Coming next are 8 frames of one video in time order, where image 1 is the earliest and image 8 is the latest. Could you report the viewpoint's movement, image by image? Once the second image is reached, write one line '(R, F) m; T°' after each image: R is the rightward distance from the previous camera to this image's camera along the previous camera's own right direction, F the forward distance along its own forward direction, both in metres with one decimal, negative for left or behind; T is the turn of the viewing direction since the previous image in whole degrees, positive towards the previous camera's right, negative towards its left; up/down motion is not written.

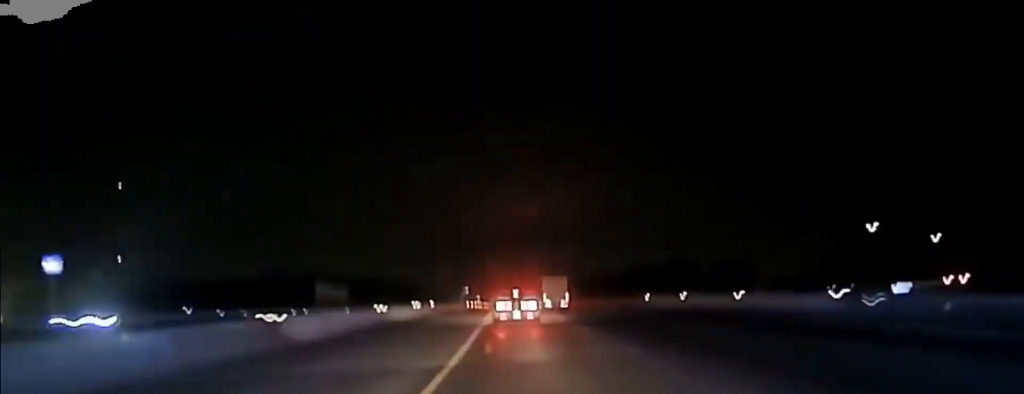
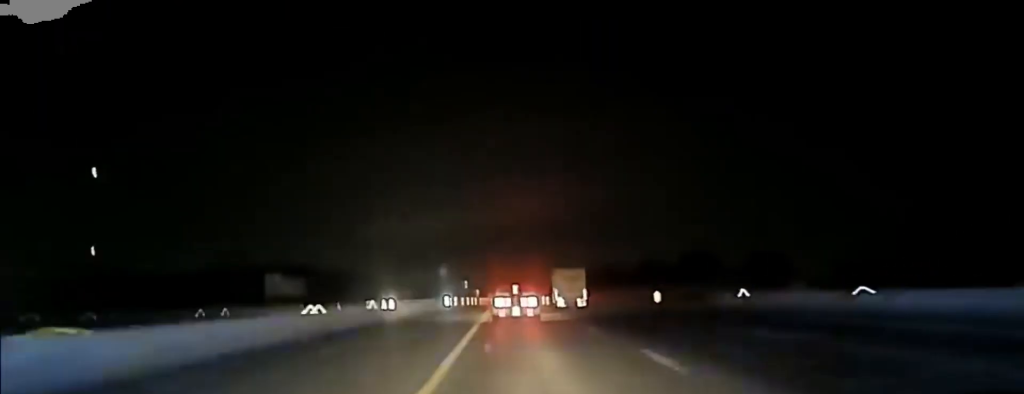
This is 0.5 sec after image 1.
(+0.2, +34.4) m; 0°
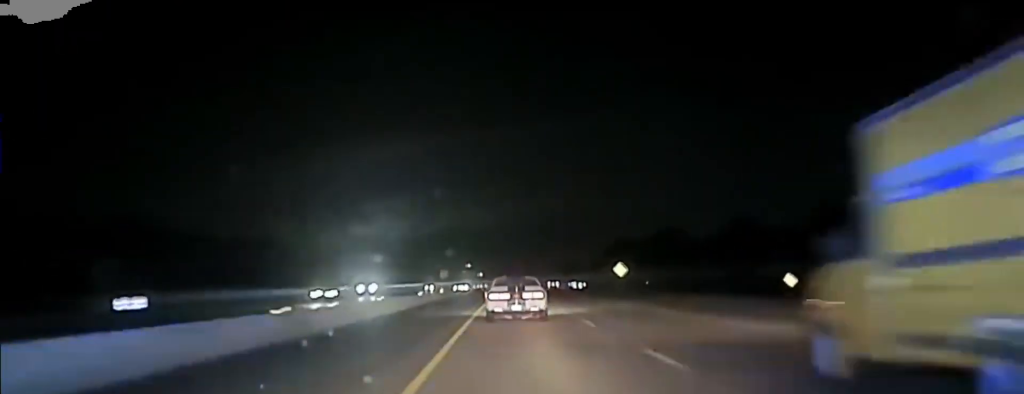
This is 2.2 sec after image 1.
(-0.6, +109.5) m; 0°
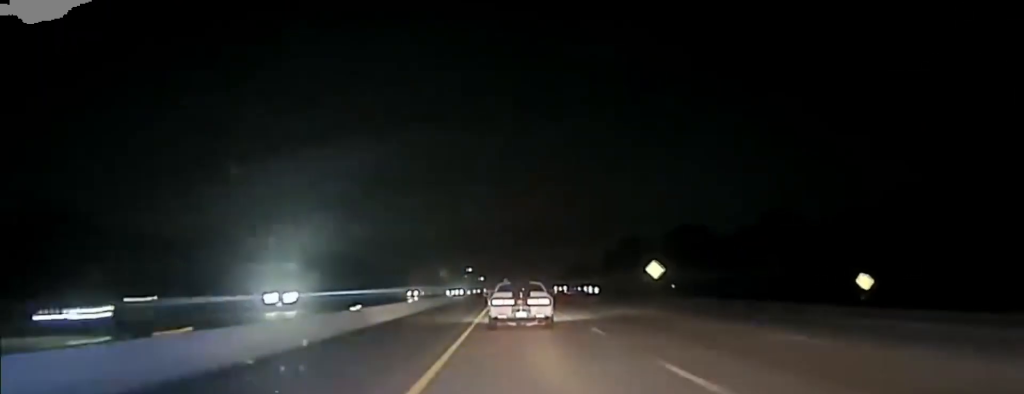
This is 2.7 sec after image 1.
(0.0, +27.7) m; 0°
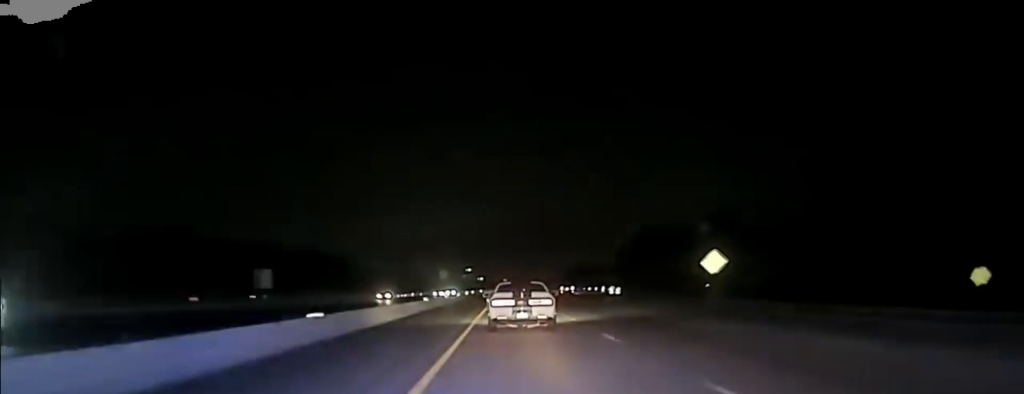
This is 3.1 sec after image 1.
(0.0, +25.1) m; 0°
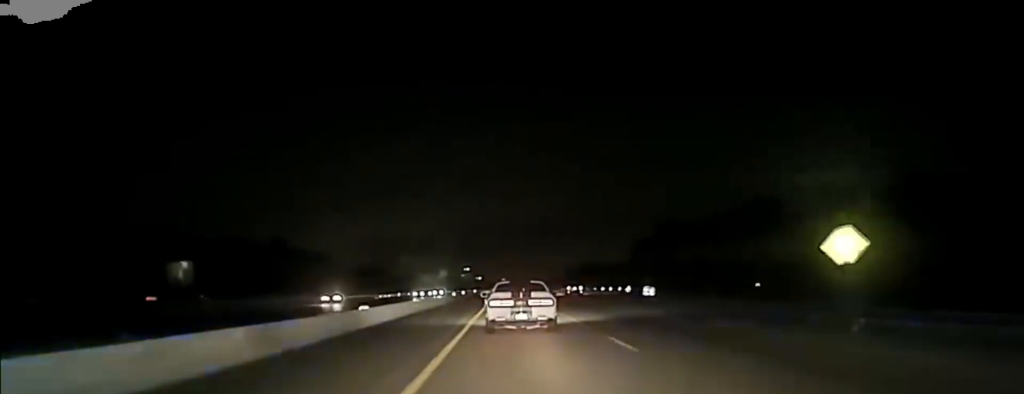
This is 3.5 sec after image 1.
(+0.1, +27.2) m; 0°
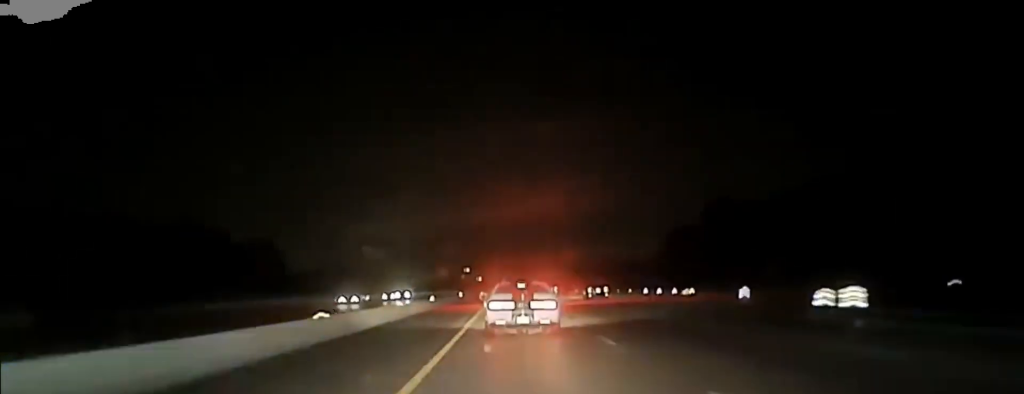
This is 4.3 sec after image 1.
(-0.1, +47.0) m; 0°
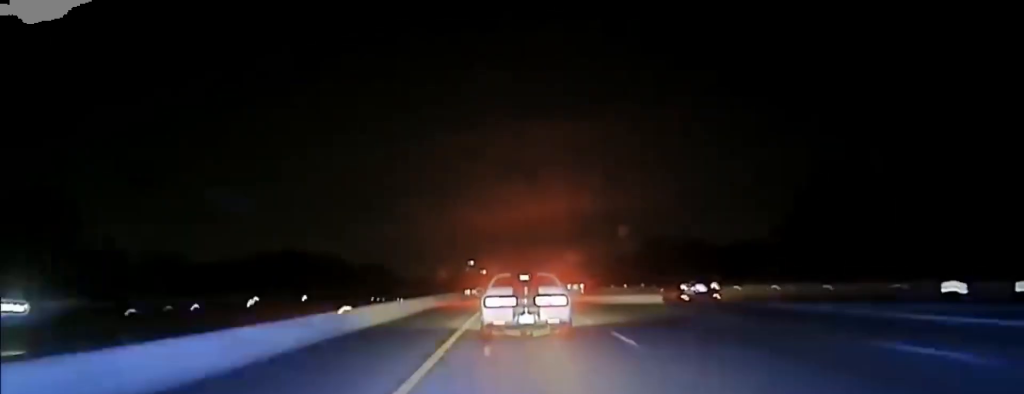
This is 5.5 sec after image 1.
(+0.1, +74.5) m; 0°
